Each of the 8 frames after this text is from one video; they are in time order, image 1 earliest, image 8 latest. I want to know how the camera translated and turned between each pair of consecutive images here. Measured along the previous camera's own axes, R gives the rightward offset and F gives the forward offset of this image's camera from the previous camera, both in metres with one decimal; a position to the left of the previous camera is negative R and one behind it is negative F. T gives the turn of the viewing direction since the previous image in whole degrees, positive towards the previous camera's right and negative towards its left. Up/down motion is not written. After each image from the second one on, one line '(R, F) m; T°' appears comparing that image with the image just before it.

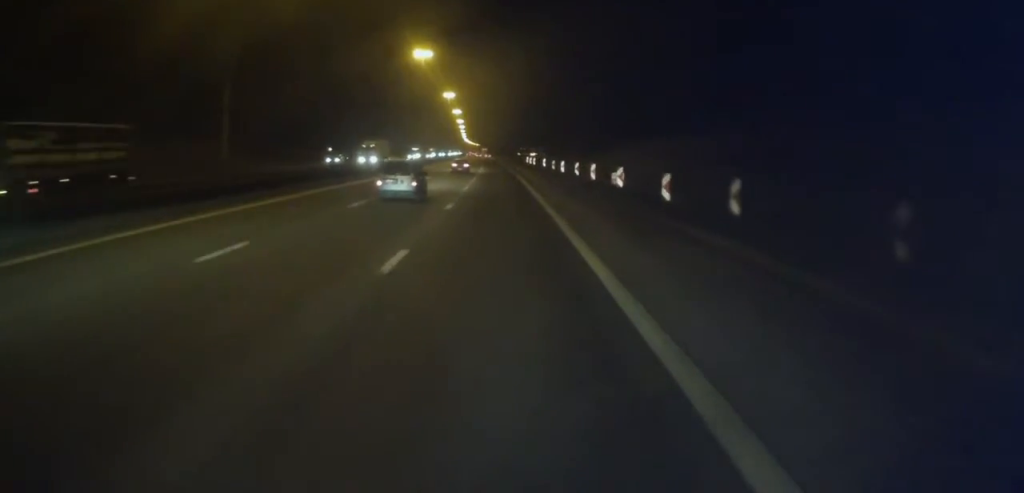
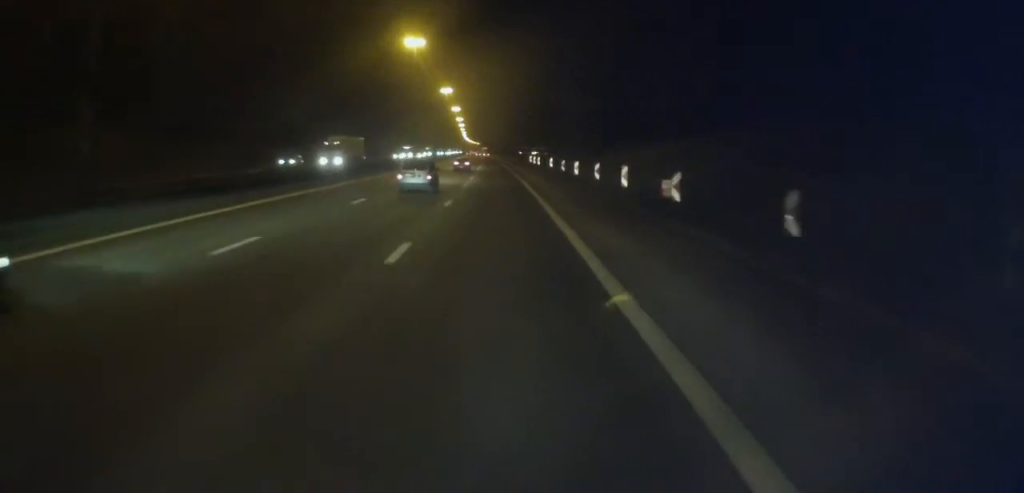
(+0.1, +11.6) m; 0°
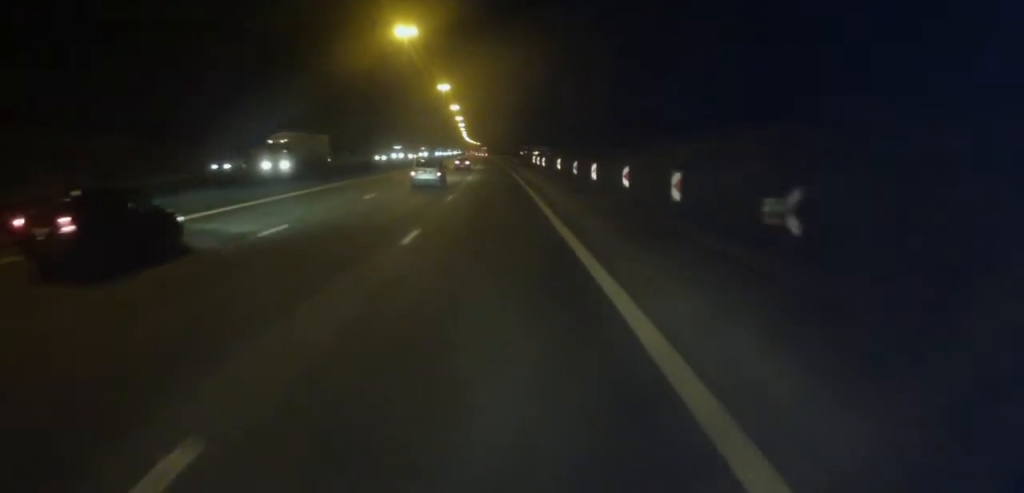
(0.0, +10.1) m; 0°
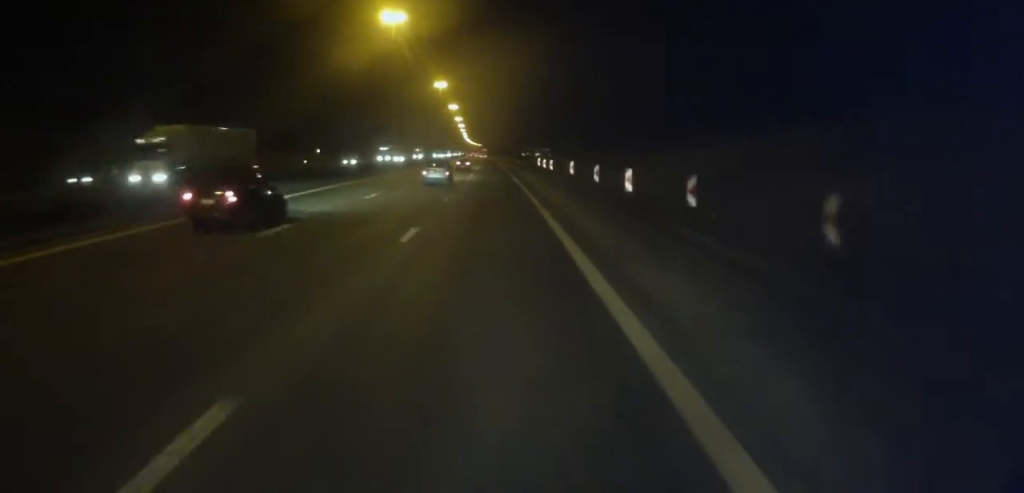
(-0.1, +11.7) m; 0°
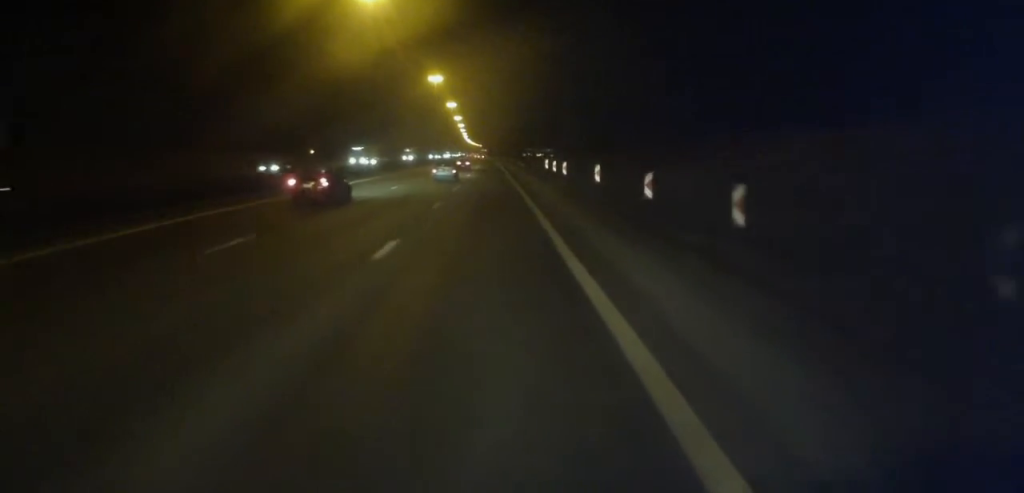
(0.0, +14.8) m; 0°
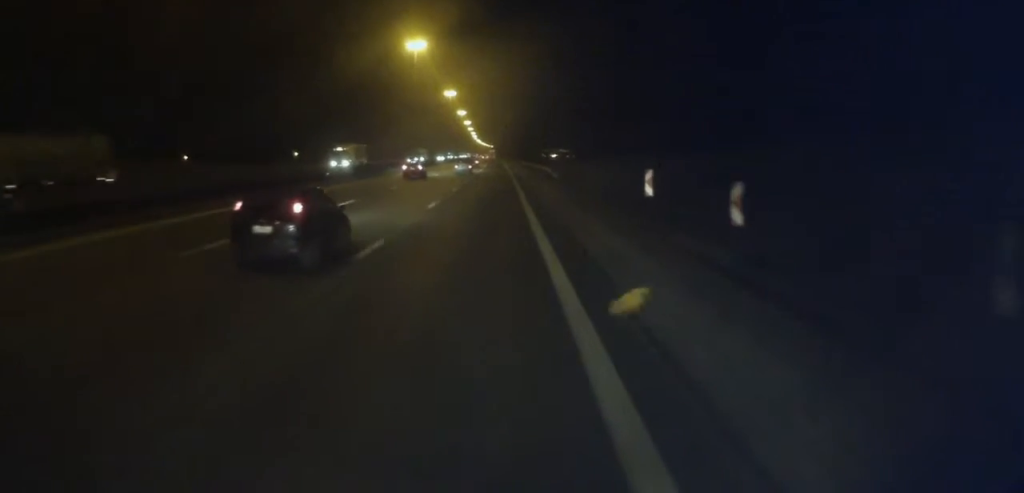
(-0.5, +49.9) m; -1°
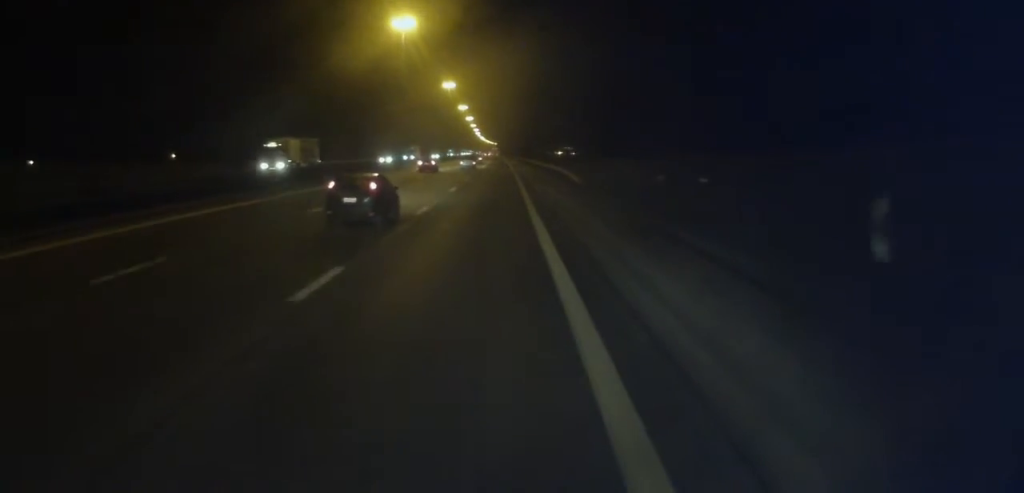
(-0.1, +16.4) m; 0°
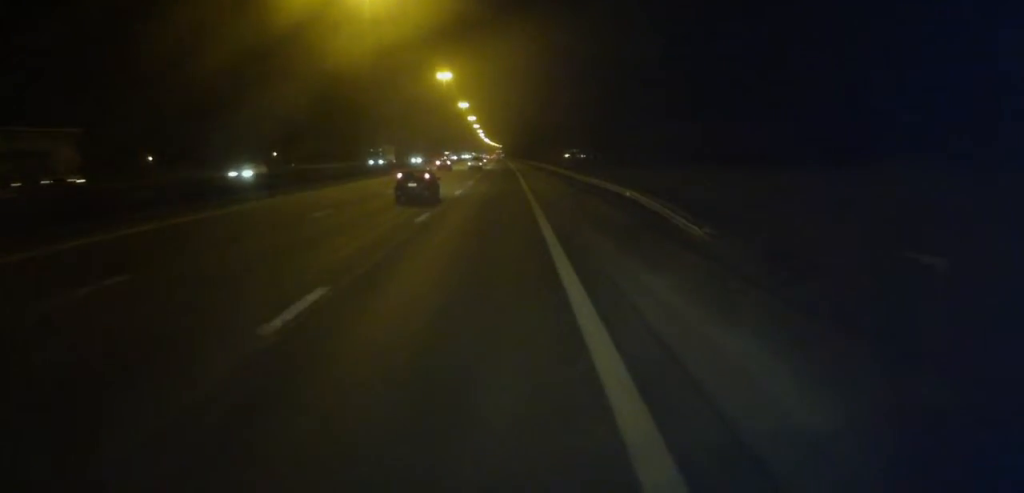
(+0.1, +26.5) m; 0°
